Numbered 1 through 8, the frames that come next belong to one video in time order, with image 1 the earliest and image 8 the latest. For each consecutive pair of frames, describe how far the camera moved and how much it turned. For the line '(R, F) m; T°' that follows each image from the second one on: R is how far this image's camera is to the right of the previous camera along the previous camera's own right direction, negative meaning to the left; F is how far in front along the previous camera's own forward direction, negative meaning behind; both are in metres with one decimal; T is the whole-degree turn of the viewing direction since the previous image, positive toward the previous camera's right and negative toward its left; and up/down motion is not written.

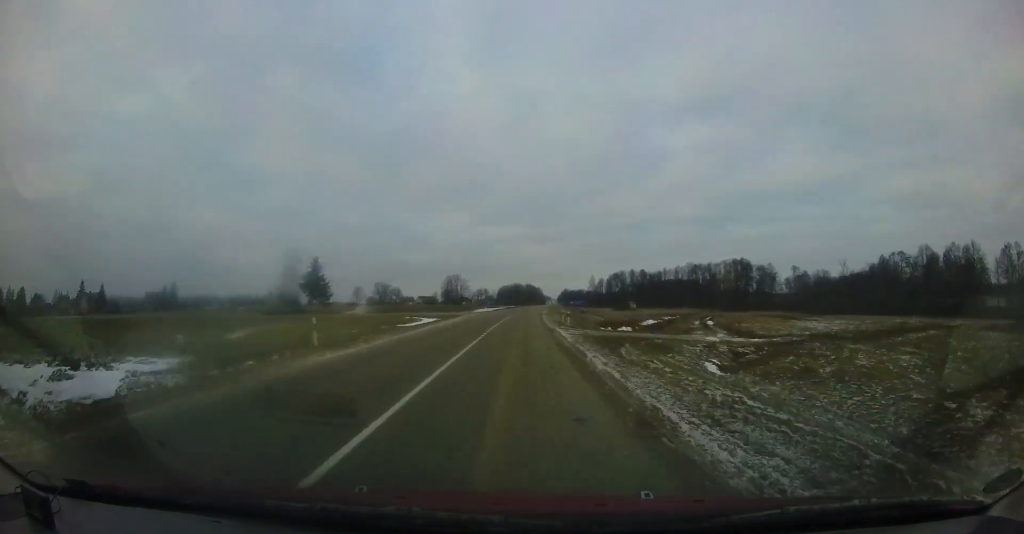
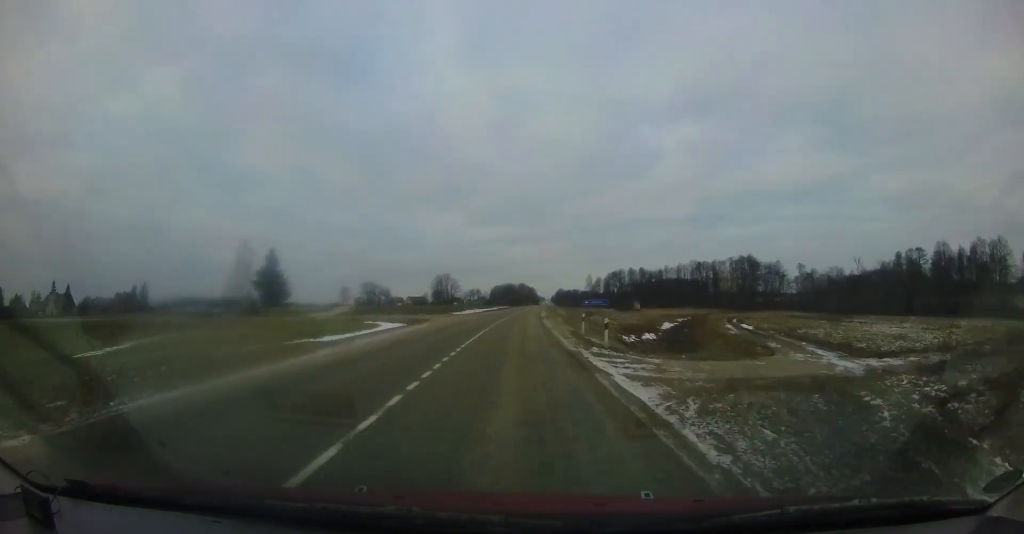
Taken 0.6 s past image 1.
(+0.4, +11.6) m; +1°
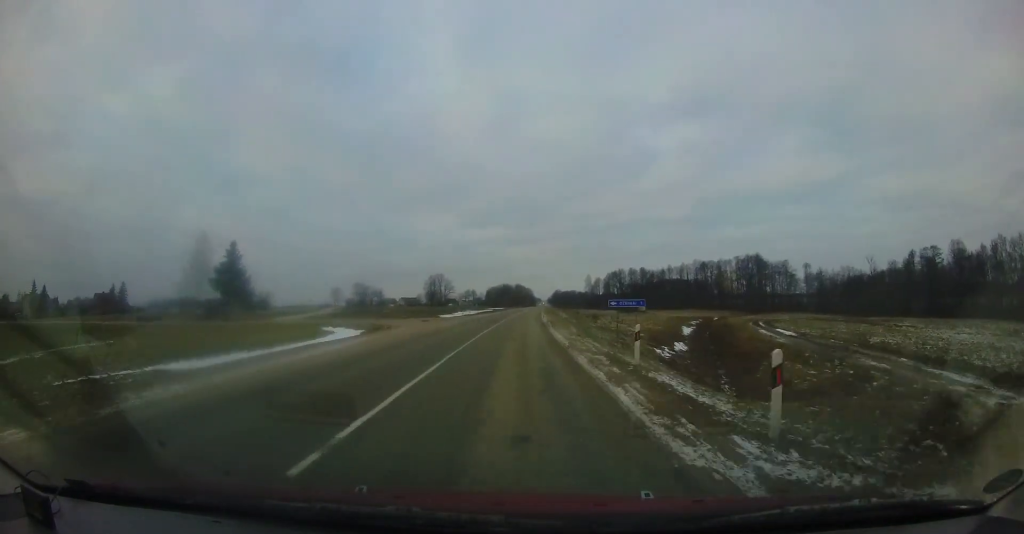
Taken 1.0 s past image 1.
(-0.2, +8.4) m; 0°
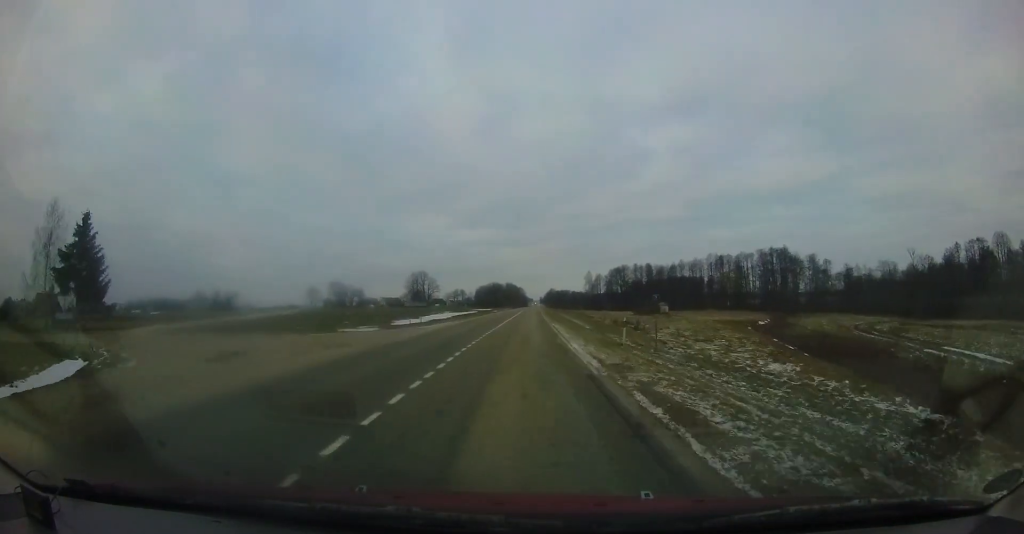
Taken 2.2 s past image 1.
(0.0, +22.5) m; +1°
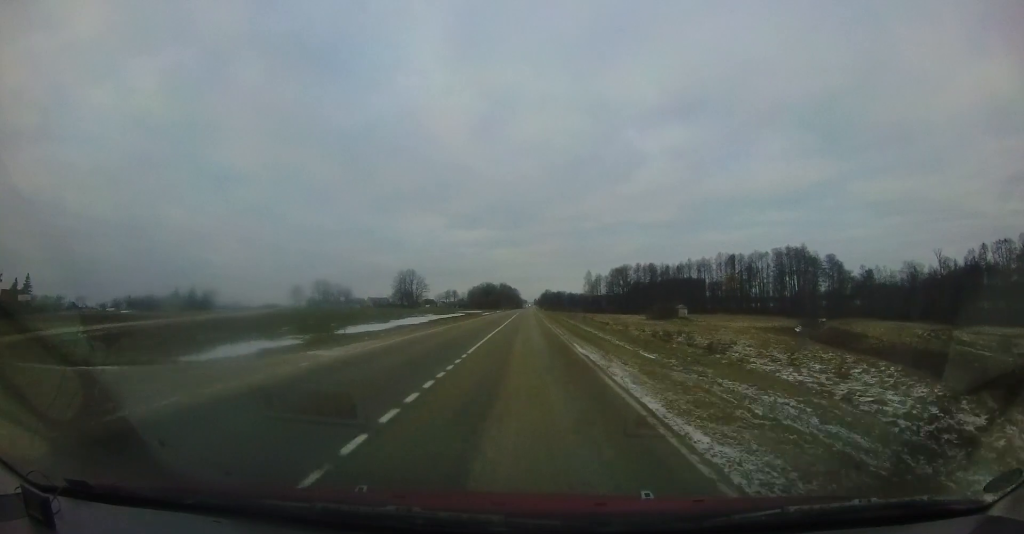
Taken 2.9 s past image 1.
(+0.1, +12.8) m; +1°
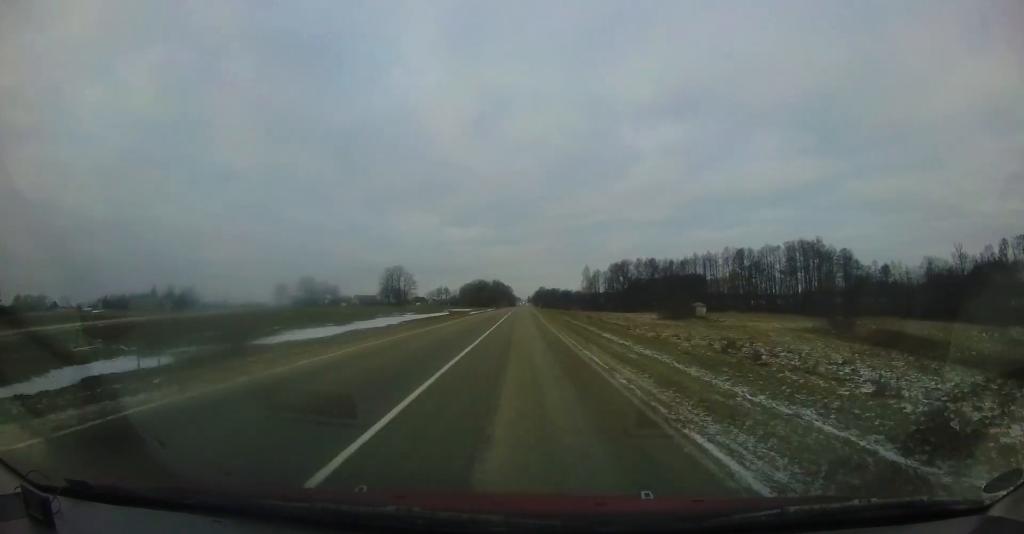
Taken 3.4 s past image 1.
(0.0, +10.2) m; 0°
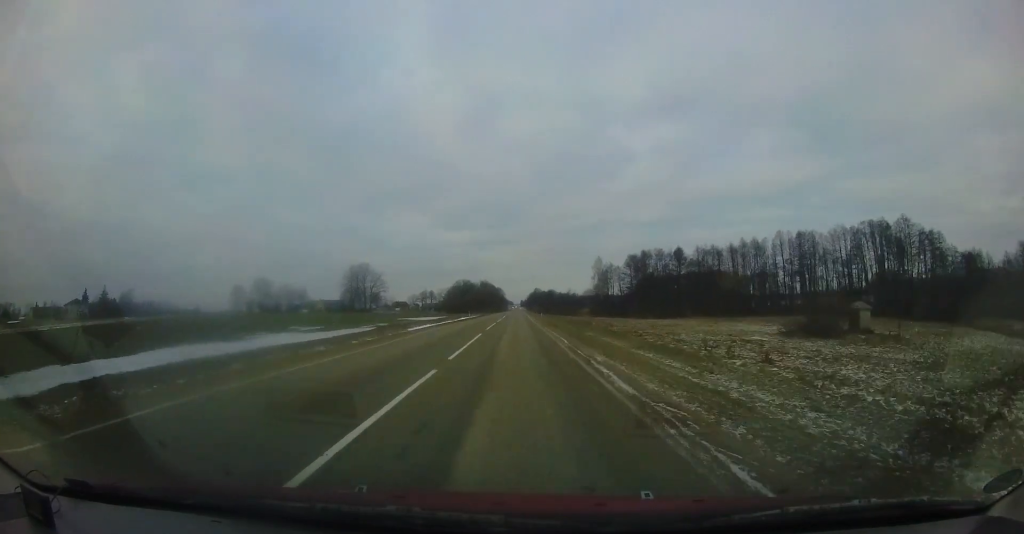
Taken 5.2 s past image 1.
(+0.4, +35.0) m; +3°
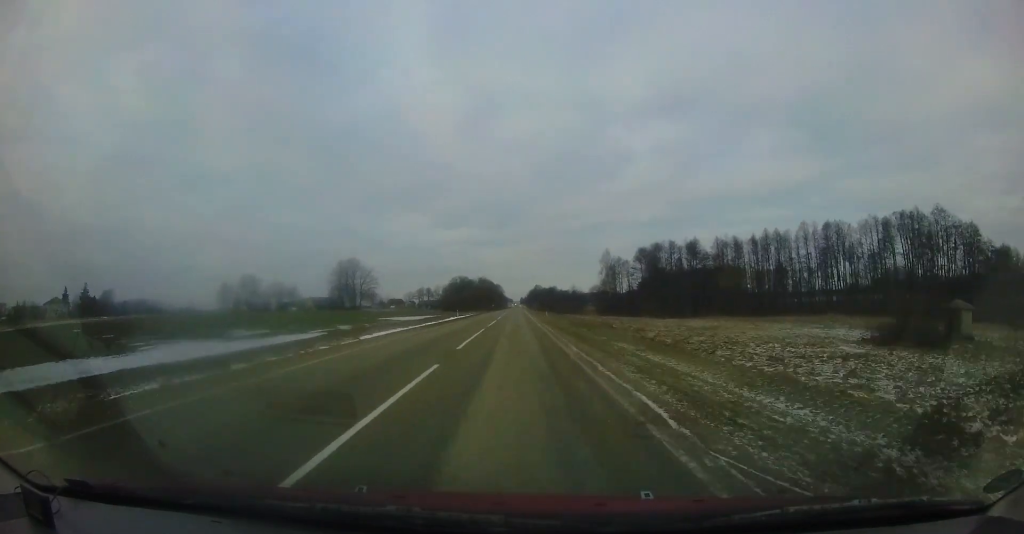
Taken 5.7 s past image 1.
(+0.1, +10.5) m; +1°
